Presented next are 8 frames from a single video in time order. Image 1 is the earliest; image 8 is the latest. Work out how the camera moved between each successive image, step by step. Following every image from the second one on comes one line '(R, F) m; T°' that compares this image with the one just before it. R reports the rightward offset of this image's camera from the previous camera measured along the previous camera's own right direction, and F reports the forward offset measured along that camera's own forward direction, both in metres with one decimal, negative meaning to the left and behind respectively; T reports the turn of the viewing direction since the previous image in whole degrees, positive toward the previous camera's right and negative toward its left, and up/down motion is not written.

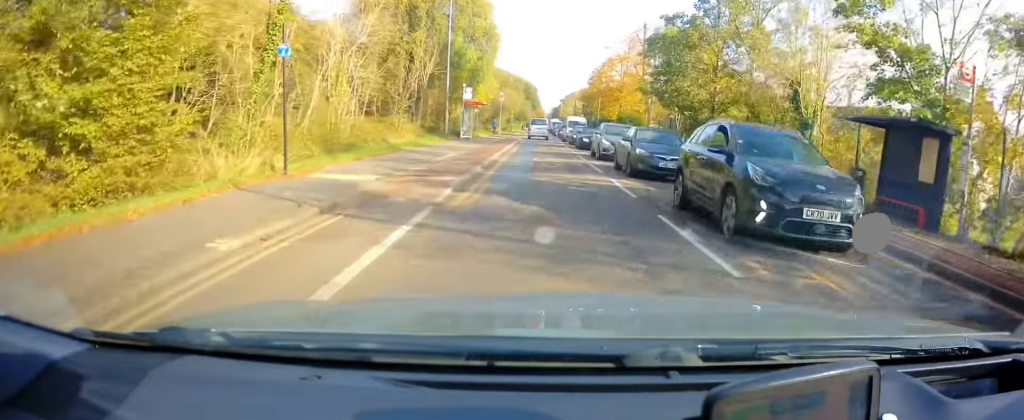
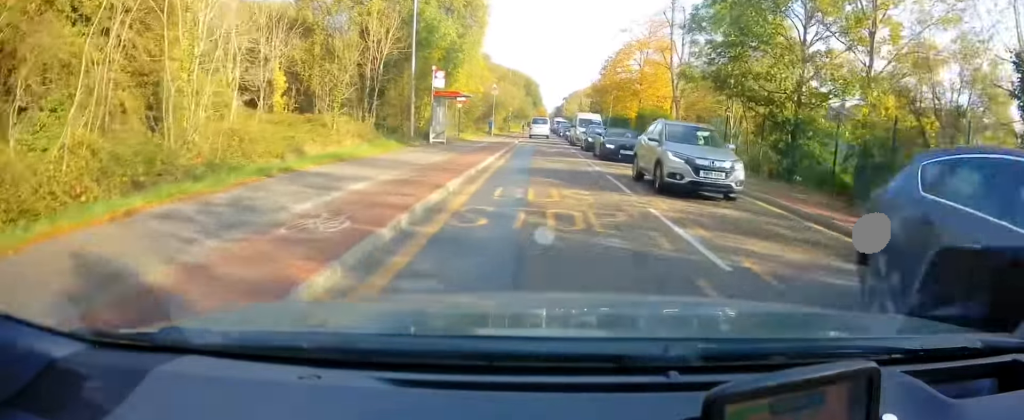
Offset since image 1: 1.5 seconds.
(+0.3, +11.0) m; +1°
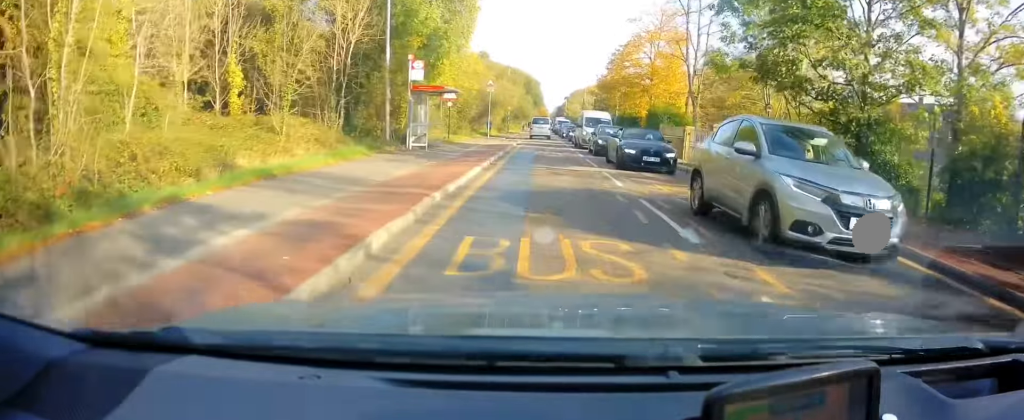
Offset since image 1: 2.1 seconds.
(-0.1, +4.8) m; -1°
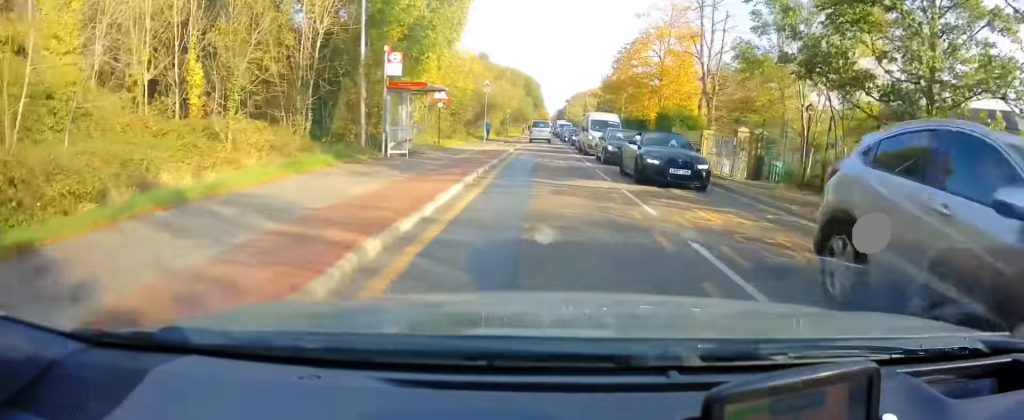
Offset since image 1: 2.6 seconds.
(-0.1, +3.5) m; -1°
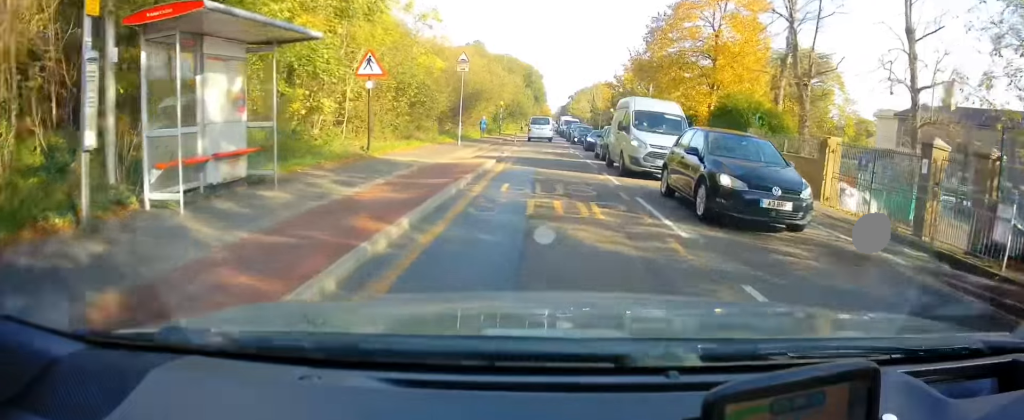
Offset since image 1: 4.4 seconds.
(0.0, +13.4) m; +3°
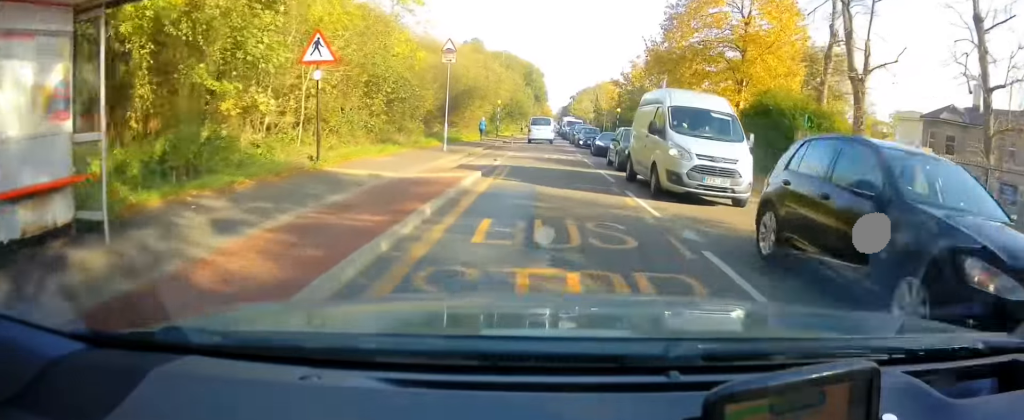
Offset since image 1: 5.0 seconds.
(+0.1, +4.4) m; 0°
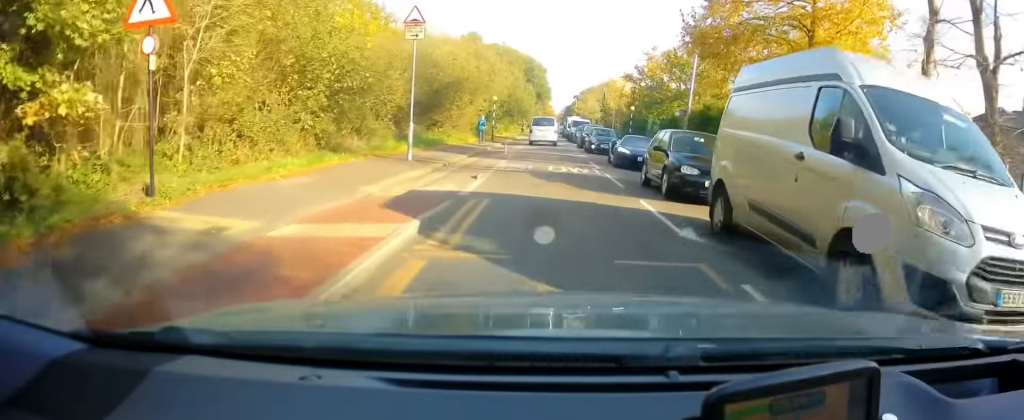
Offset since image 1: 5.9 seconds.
(+0.1, +7.0) m; -2°
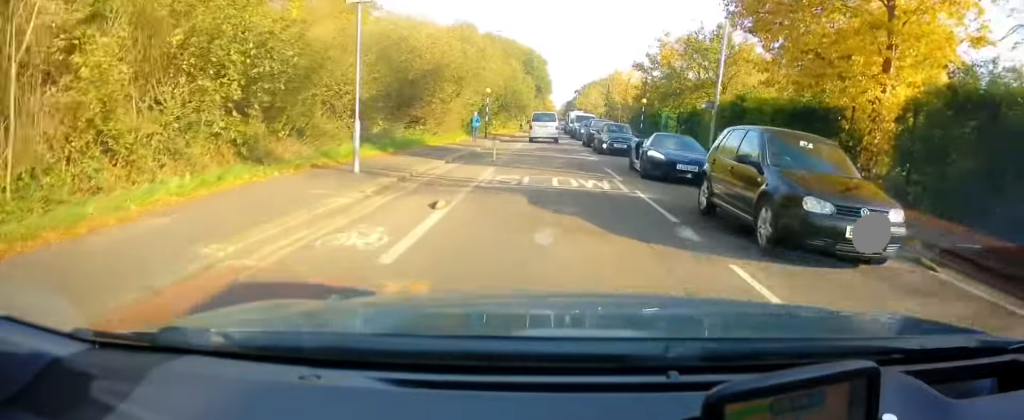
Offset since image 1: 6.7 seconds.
(-0.5, +5.7) m; -1°
